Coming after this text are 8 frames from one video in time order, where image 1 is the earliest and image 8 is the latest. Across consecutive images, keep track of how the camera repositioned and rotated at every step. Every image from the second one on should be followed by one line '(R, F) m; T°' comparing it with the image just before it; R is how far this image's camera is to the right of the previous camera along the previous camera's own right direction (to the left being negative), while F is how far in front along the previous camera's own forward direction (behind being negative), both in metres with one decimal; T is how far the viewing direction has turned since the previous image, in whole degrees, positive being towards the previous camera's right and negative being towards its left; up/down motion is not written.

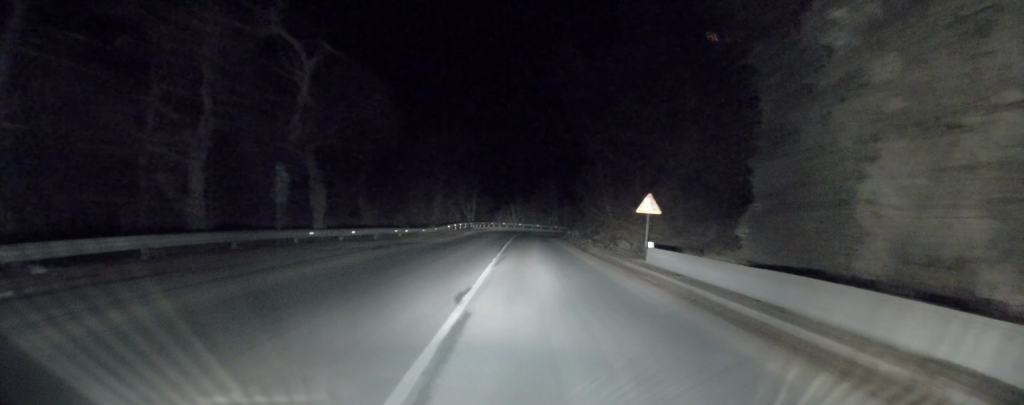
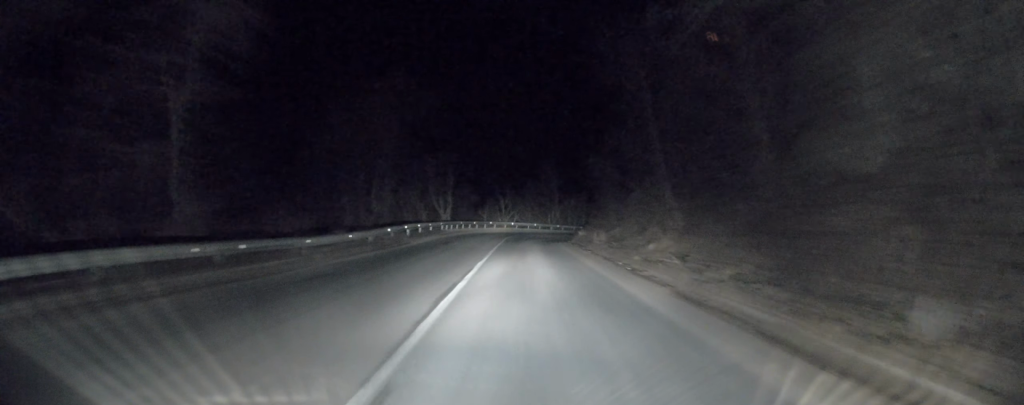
(0.0, +19.5) m; 0°
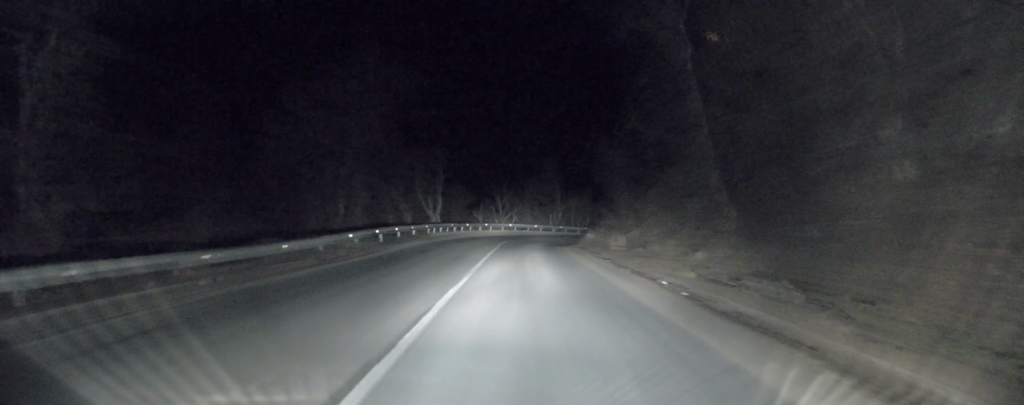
(-0.1, +6.2) m; 0°
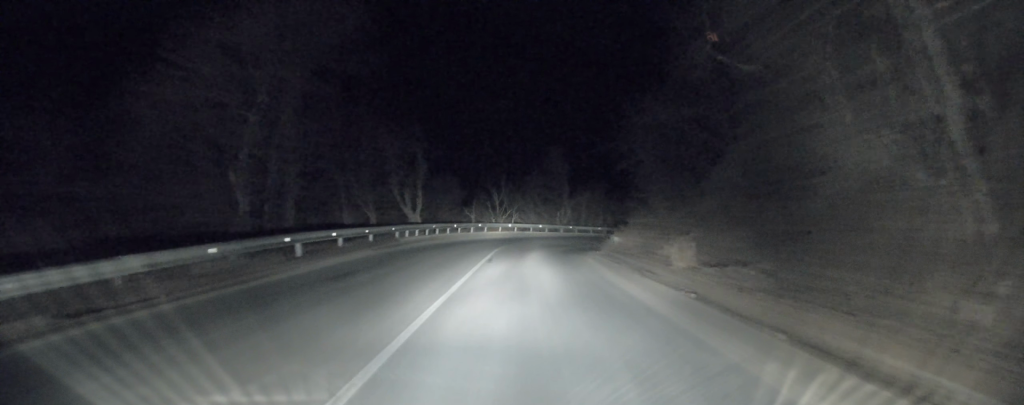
(0.0, +10.3) m; 0°
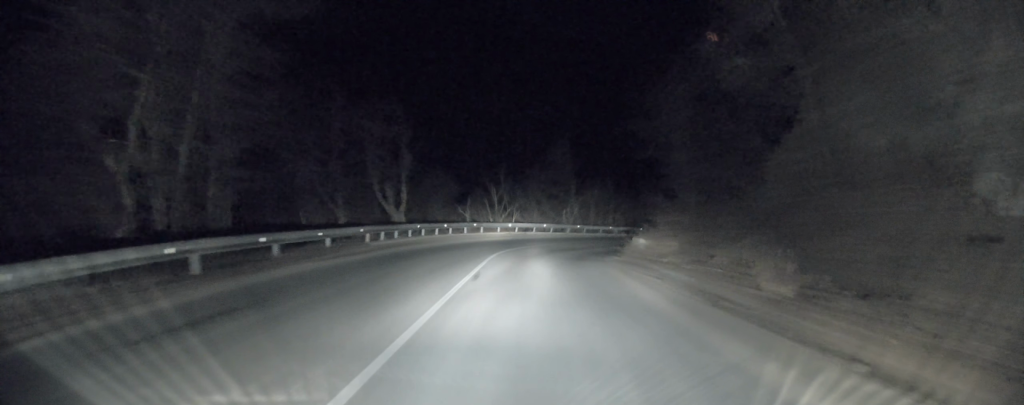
(0.0, +5.8) m; 0°
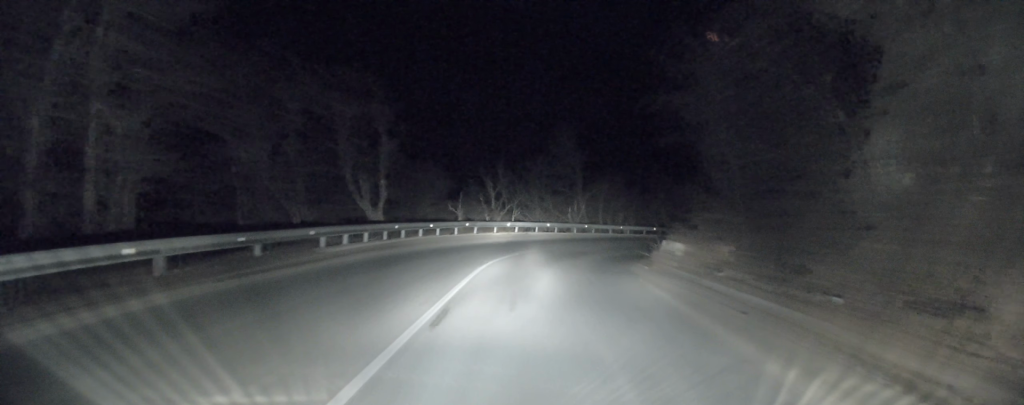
(0.0, +5.3) m; 0°
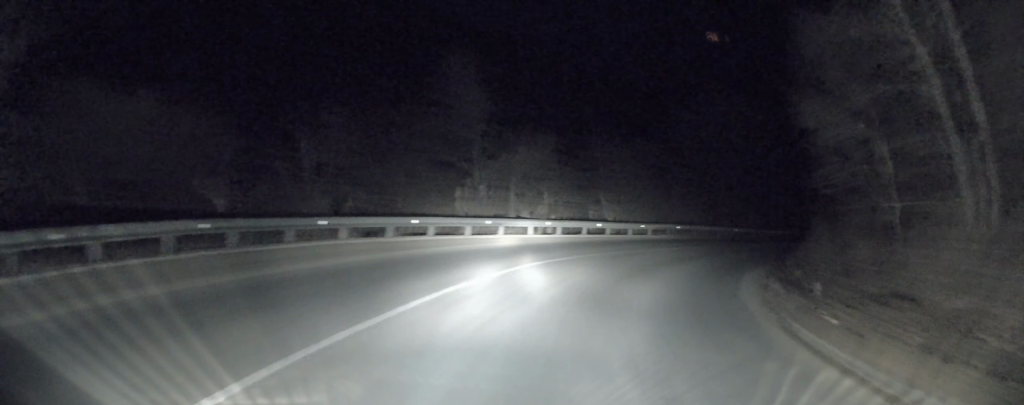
(-0.1, +19.6) m; +7°
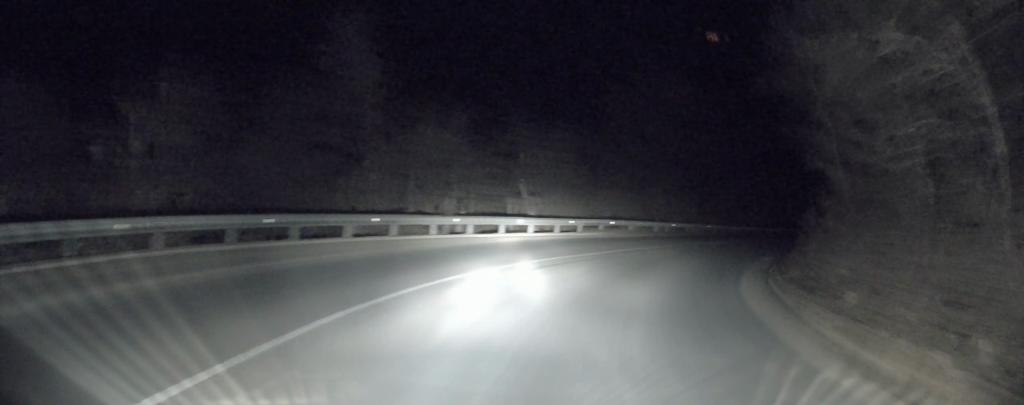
(+0.7, +5.3) m; +7°
